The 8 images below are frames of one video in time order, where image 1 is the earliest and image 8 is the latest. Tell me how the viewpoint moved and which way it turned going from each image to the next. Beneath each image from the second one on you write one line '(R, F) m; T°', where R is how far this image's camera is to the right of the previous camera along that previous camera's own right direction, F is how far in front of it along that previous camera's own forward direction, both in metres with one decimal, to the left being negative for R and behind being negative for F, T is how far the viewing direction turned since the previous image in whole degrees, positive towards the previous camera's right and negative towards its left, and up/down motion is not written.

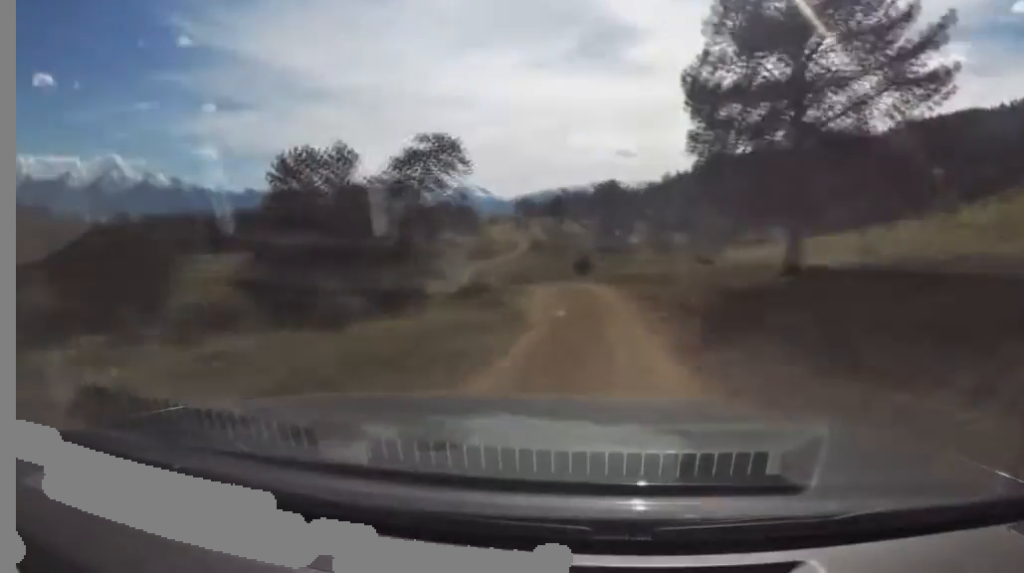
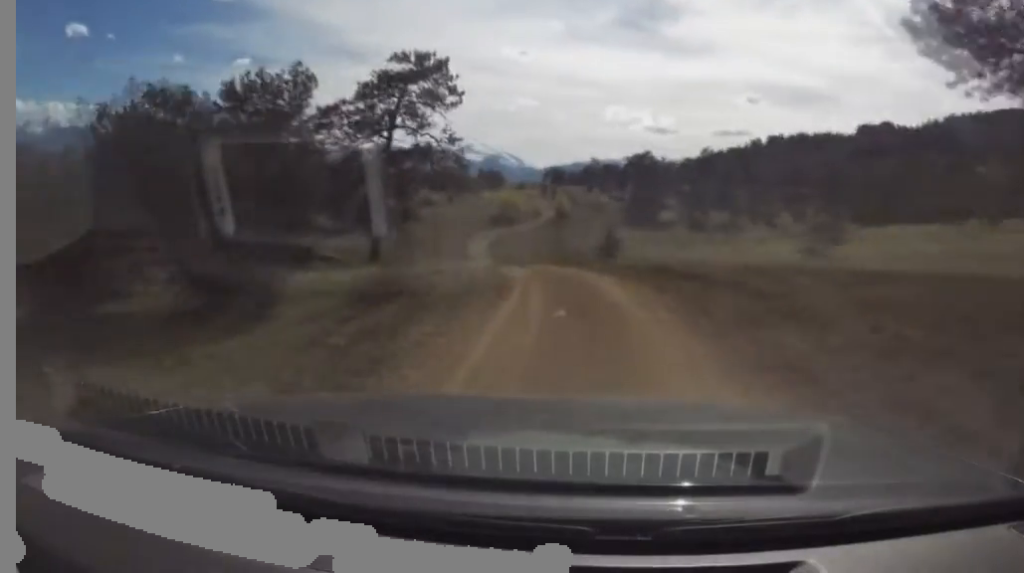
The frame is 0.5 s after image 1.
(+0.1, +11.6) m; +1°
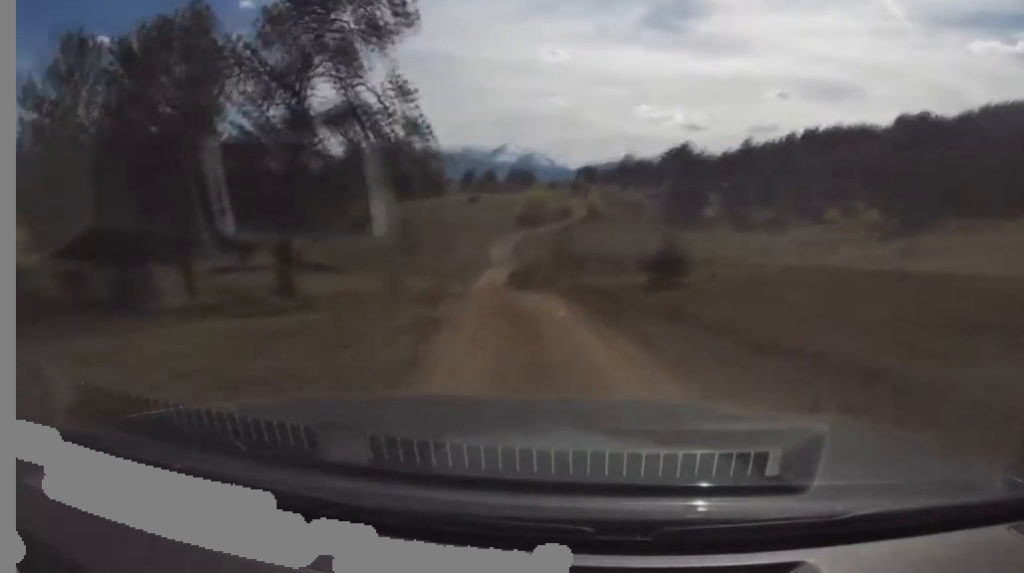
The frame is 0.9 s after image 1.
(+0.6, +11.2) m; 0°
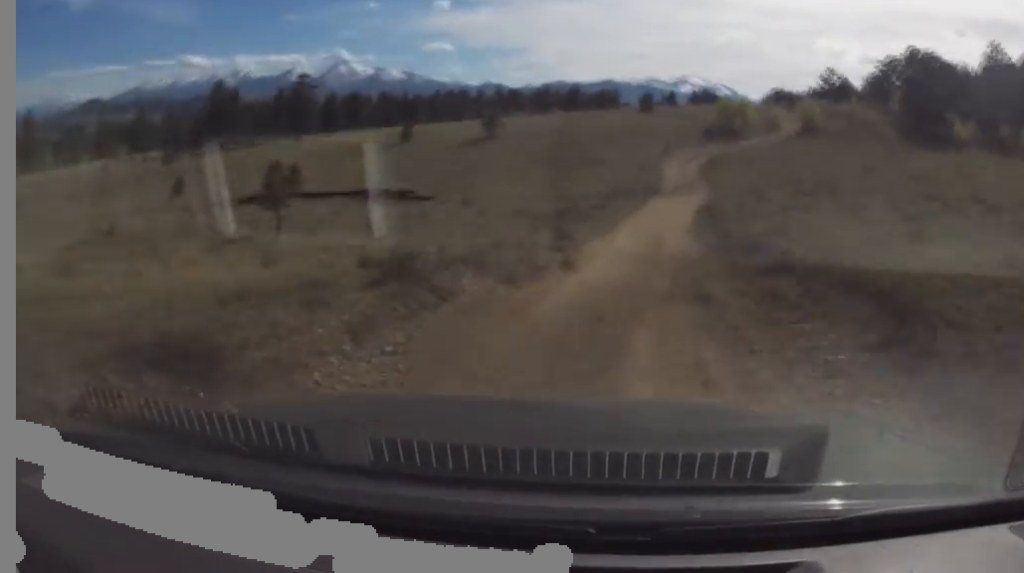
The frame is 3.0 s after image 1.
(-2.3, +48.7) m; -3°
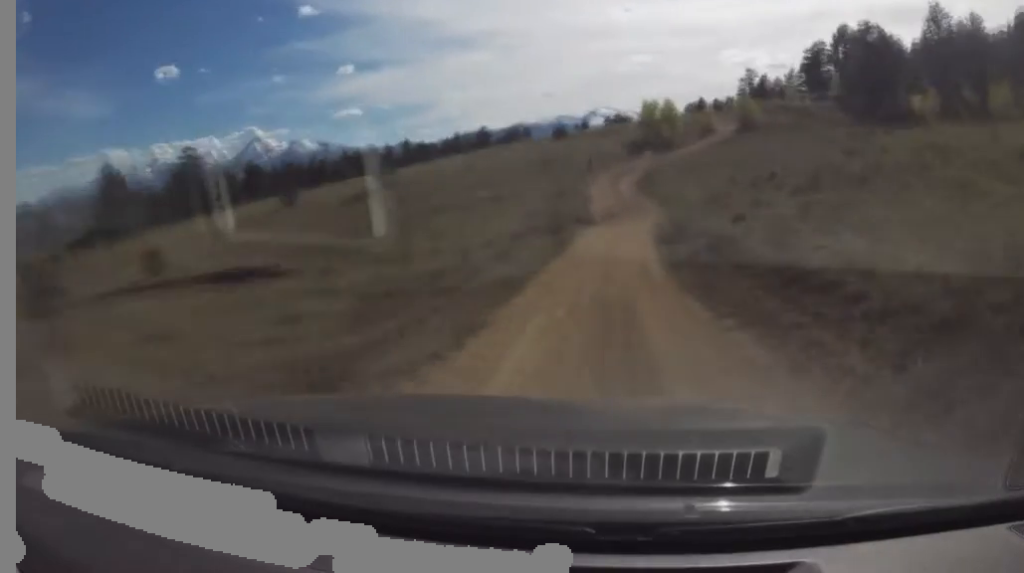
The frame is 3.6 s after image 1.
(+0.1, +12.5) m; +1°
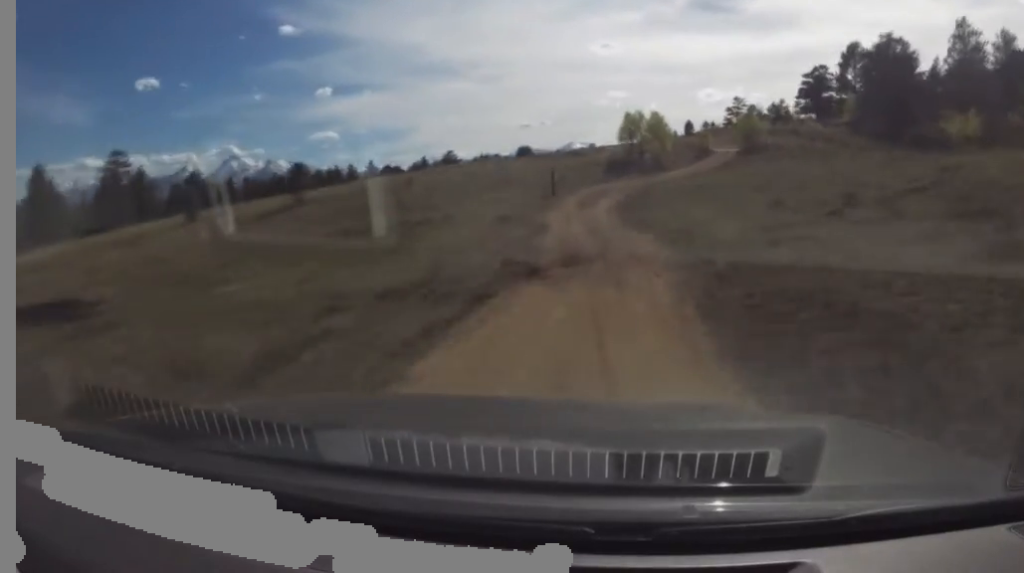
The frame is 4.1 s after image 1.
(+0.2, +11.8) m; +1°
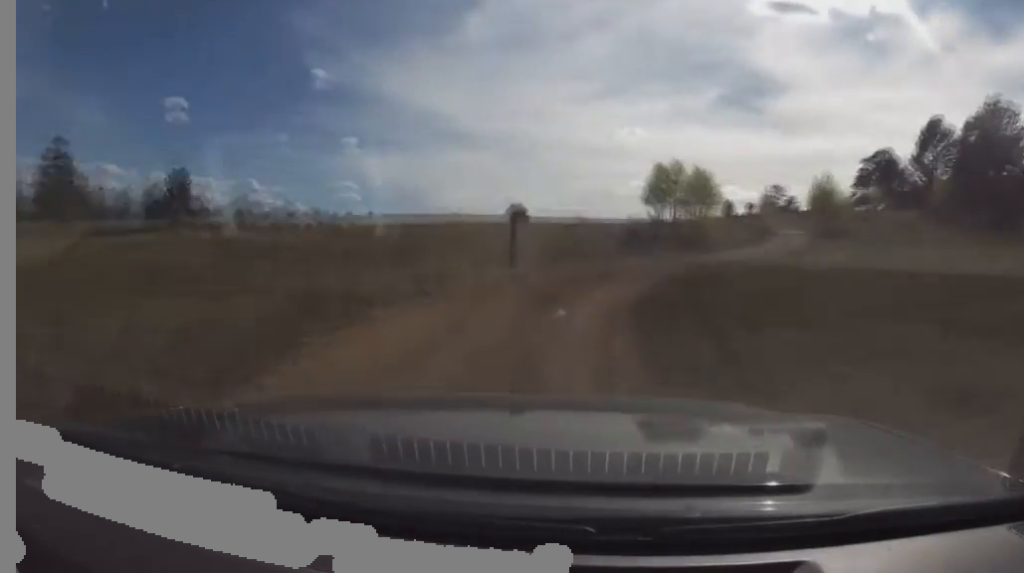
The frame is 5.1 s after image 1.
(+0.2, +23.7) m; -1°
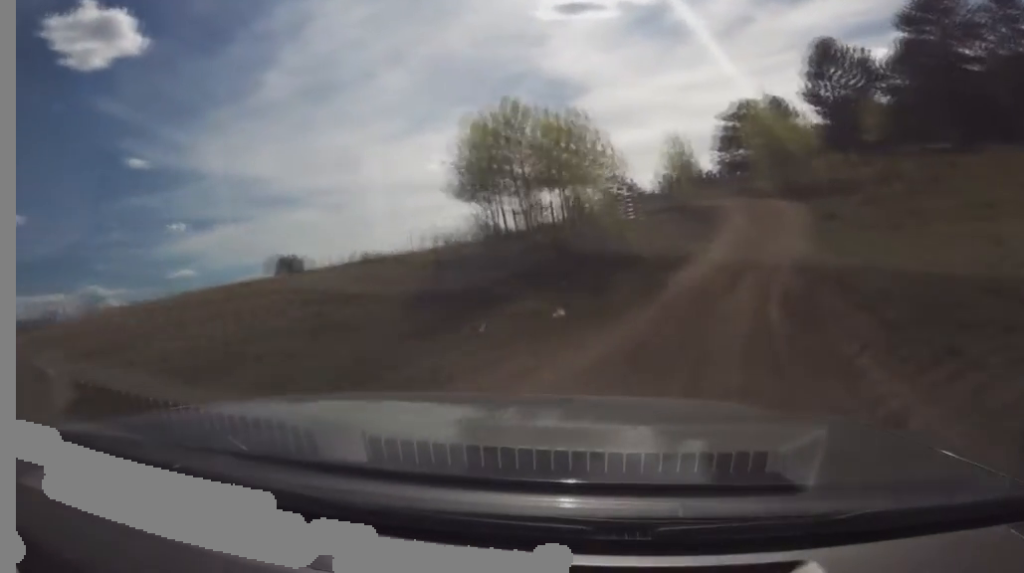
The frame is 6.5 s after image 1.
(+1.5, +27.6) m; +15°
